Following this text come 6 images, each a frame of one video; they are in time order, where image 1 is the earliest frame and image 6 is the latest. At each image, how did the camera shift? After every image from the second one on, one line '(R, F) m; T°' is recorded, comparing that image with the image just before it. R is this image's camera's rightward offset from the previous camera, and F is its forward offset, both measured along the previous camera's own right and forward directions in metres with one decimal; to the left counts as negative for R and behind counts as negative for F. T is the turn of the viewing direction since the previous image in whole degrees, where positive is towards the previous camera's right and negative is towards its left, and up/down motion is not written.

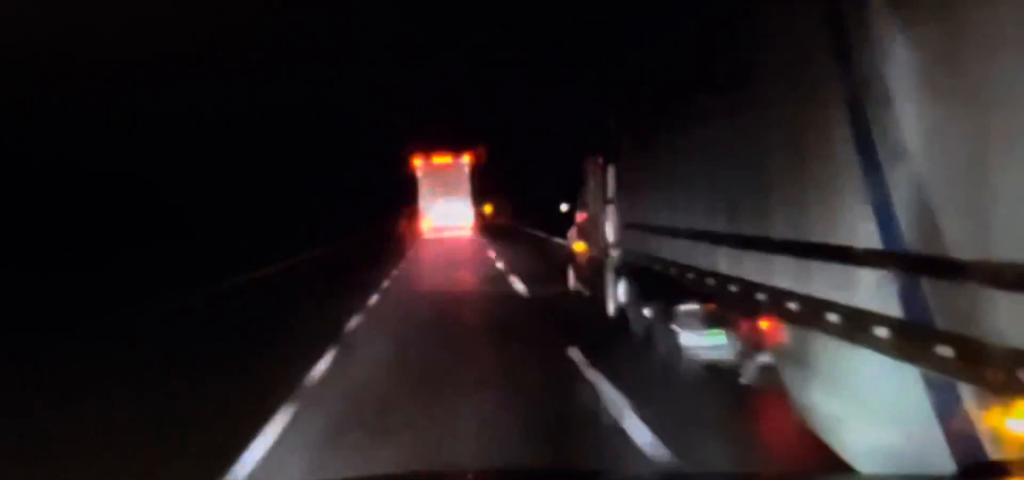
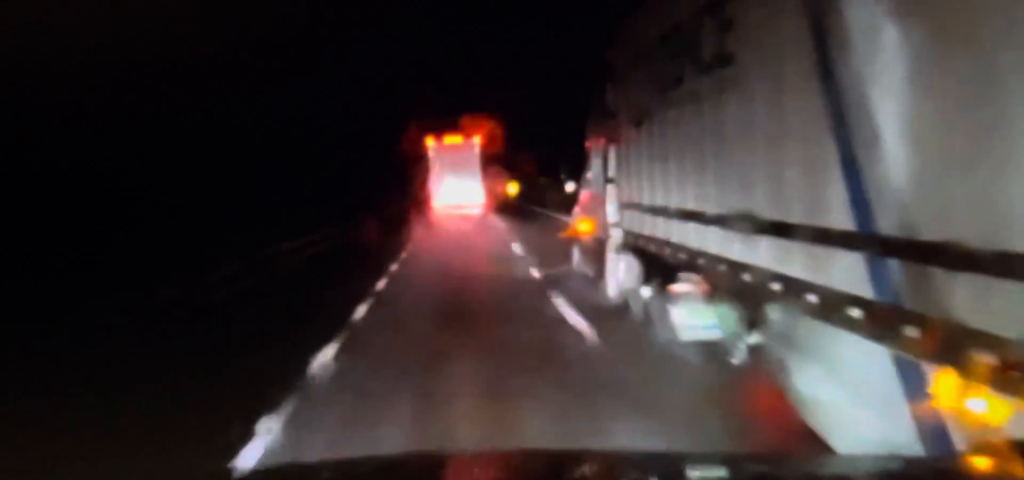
(0.0, +70.1) m; 0°
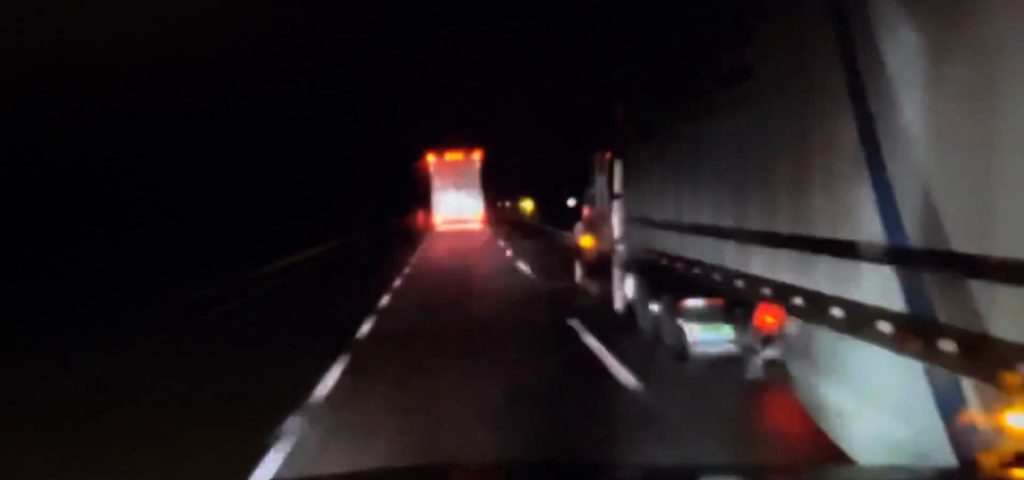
(+0.2, +39.7) m; +1°
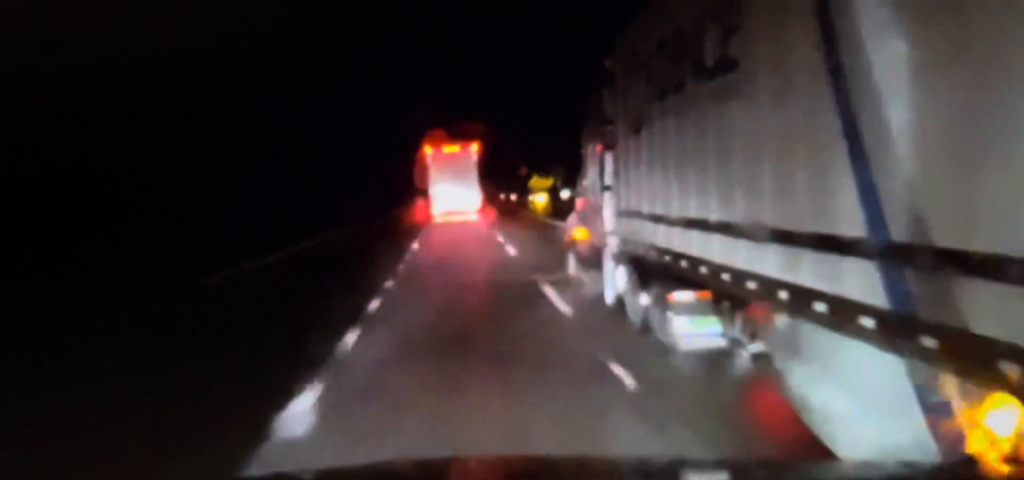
(+0.1, +20.5) m; 0°
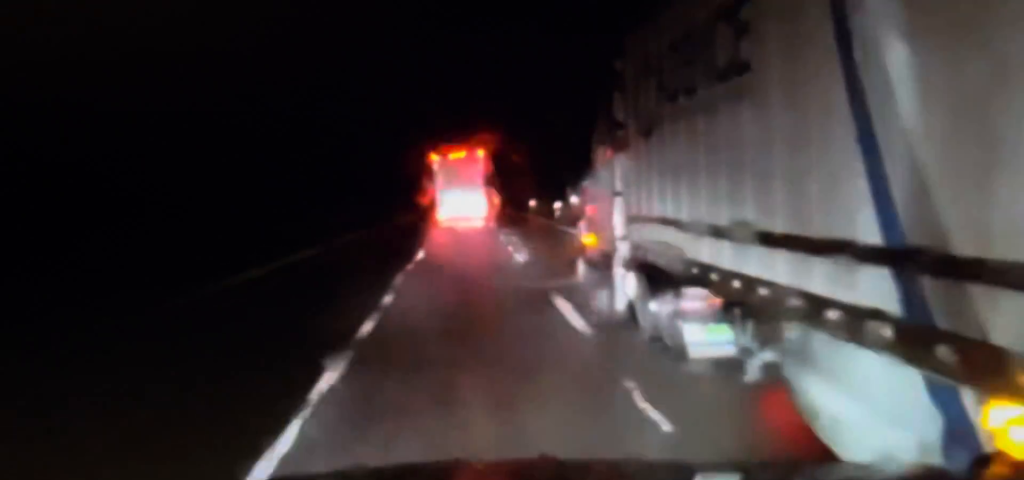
(-0.3, +49.4) m; -1°
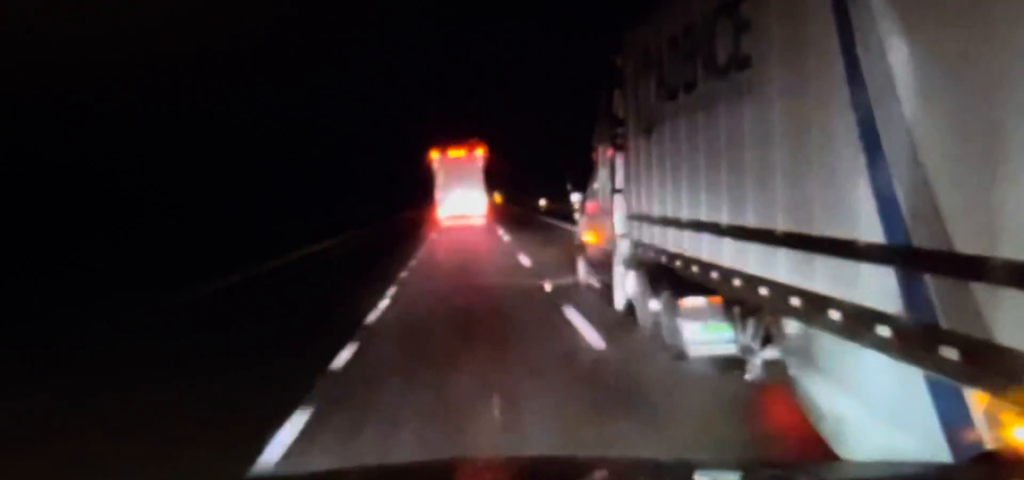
(0.0, +13.6) m; 0°
